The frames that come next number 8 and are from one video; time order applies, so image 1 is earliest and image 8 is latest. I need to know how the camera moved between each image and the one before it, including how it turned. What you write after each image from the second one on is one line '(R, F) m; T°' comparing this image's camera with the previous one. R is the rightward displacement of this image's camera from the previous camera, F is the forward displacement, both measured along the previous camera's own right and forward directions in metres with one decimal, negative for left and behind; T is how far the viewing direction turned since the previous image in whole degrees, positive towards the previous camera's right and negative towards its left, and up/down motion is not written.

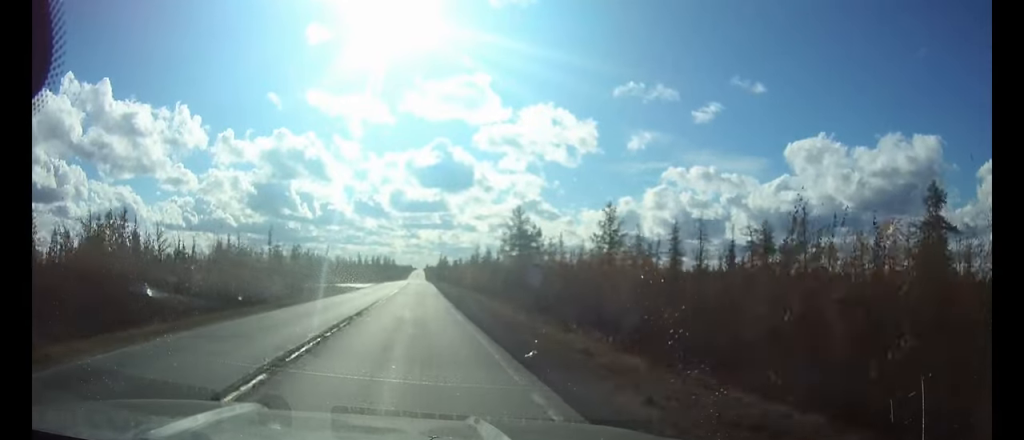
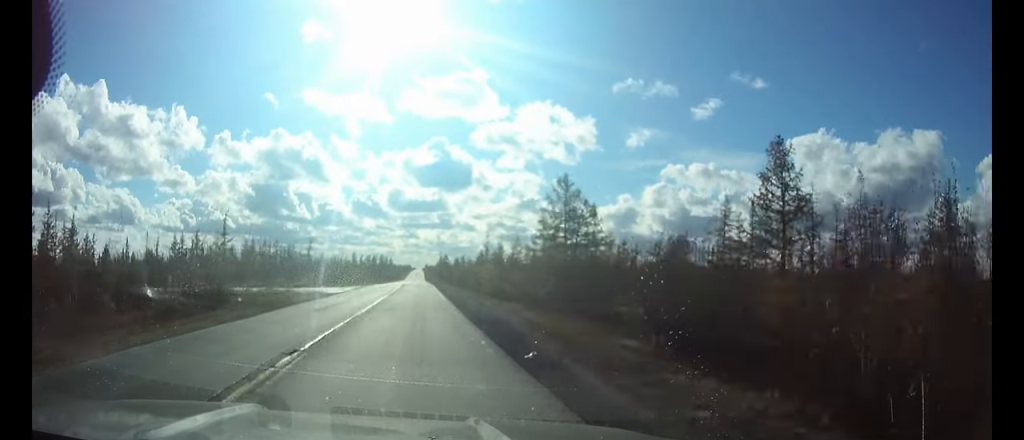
(0.0, +21.7) m; 0°
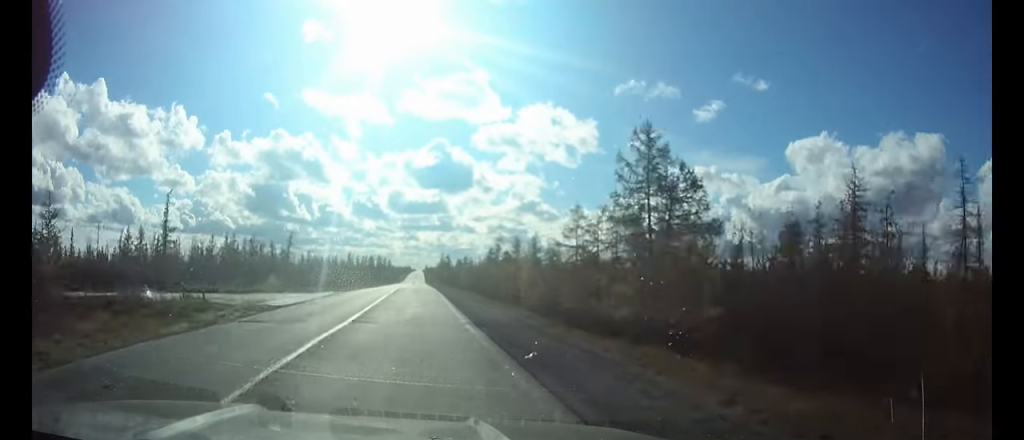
(0.0, +17.3) m; 0°
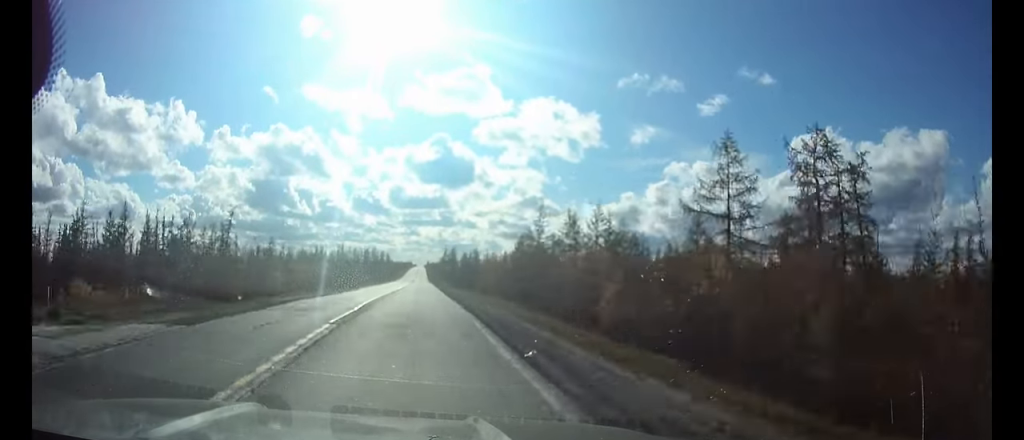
(-0.1, +32.7) m; 0°
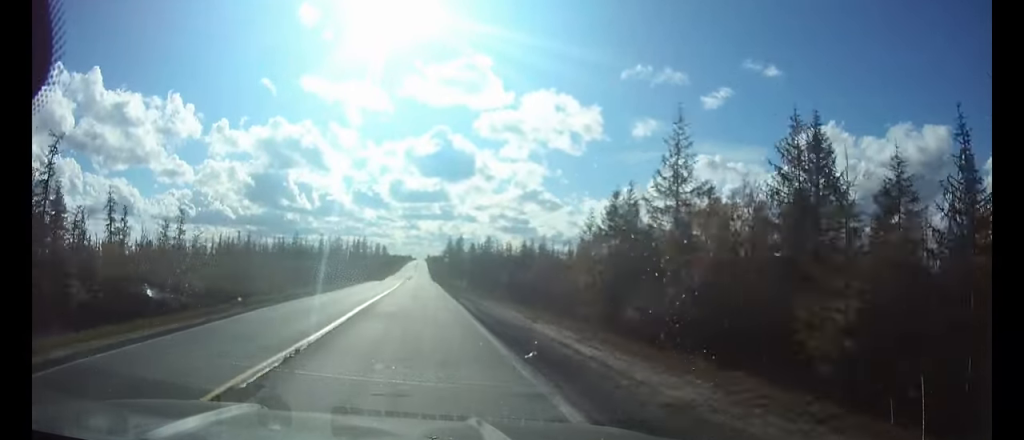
(0.0, +36.4) m; 0°
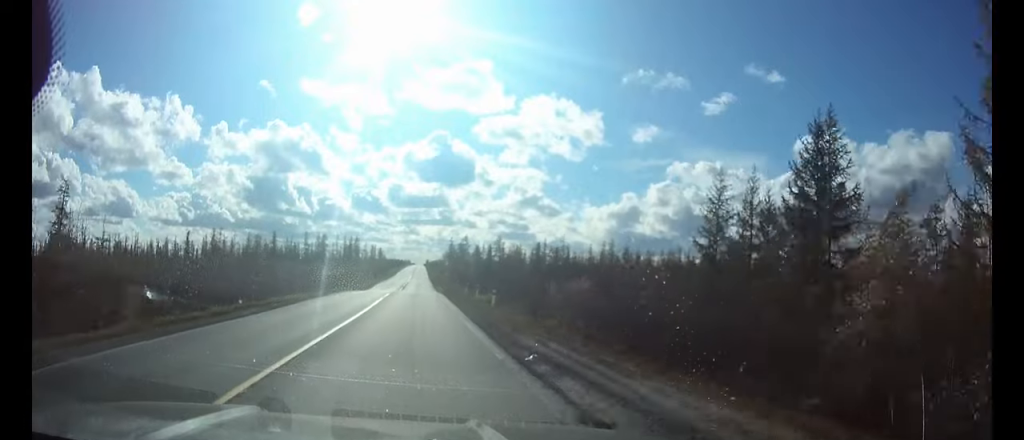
(0.0, +20.8) m; 0°
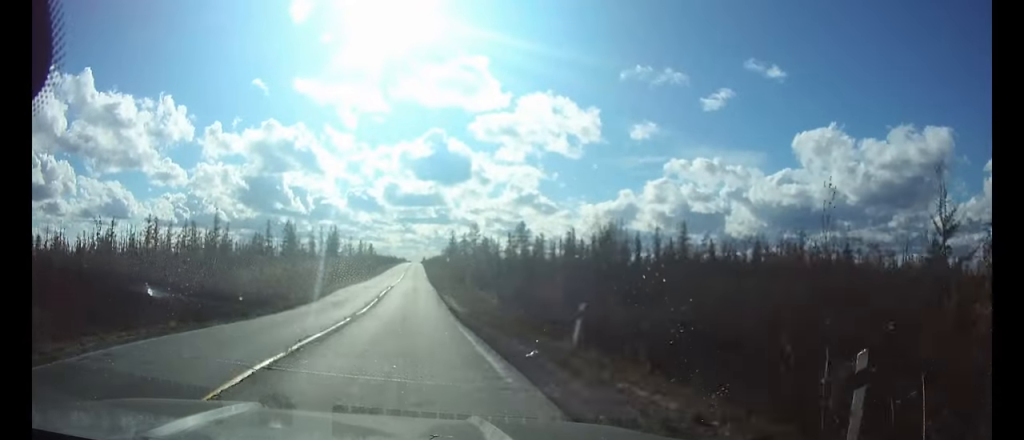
(0.0, +35.1) m; 0°
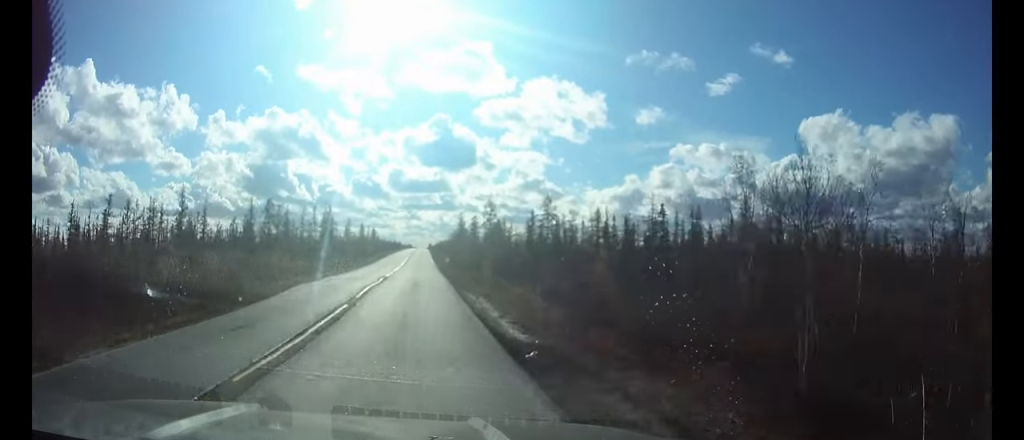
(0.0, +17.2) m; 0°
